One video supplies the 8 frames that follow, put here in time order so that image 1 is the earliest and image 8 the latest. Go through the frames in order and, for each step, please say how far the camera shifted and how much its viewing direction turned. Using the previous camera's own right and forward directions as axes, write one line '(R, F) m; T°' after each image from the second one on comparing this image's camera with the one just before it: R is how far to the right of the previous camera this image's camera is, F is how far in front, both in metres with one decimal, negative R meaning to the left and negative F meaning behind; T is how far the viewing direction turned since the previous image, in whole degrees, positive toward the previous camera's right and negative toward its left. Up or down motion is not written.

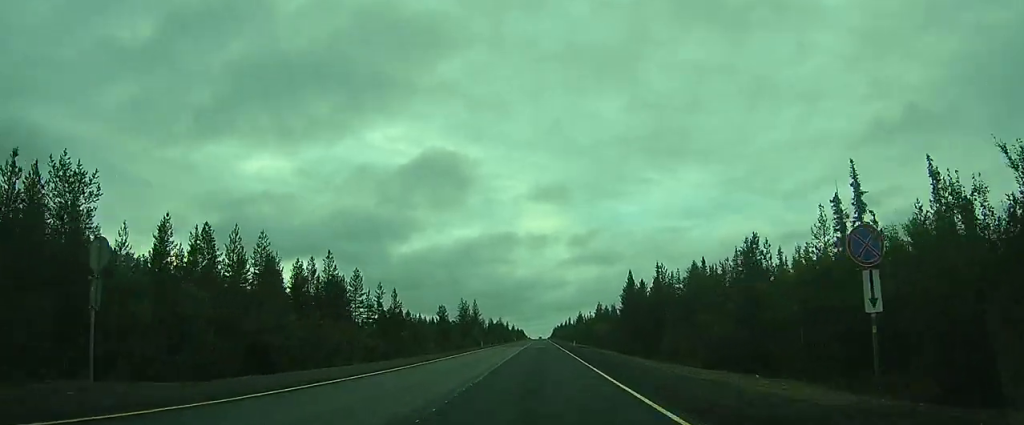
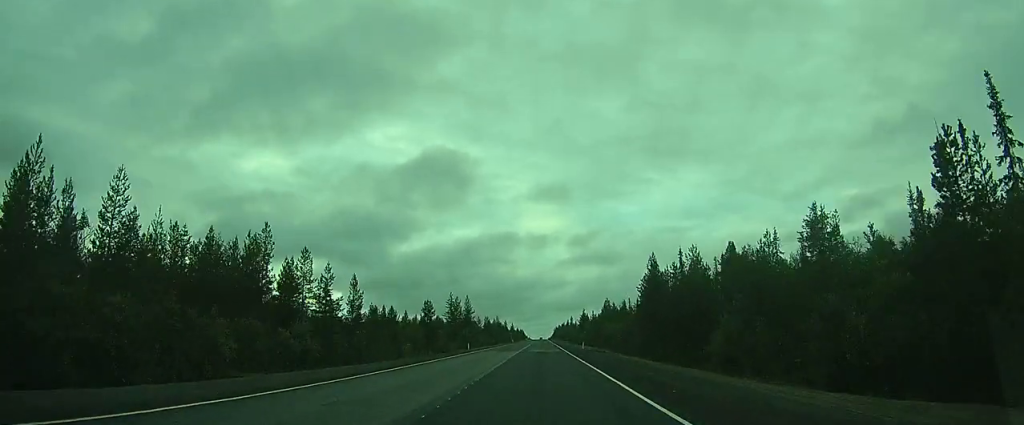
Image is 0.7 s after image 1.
(0.0, +15.0) m; 0°
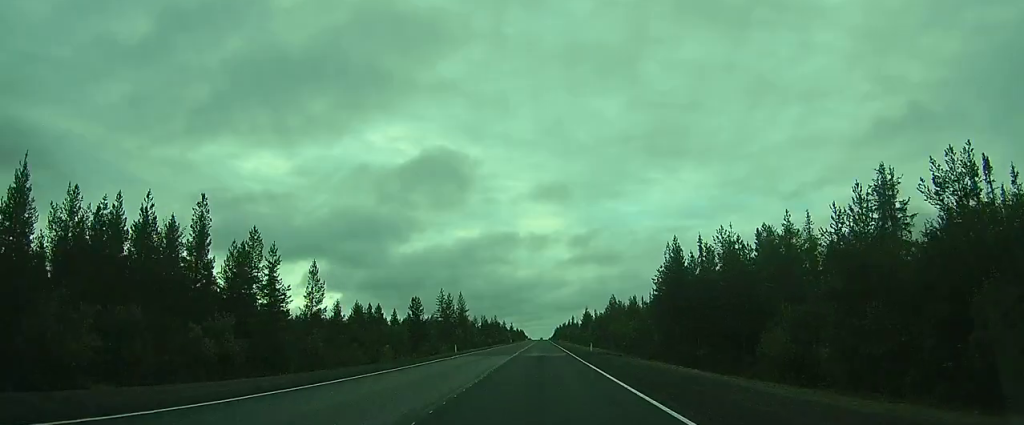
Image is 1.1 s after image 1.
(-0.1, +9.8) m; 0°
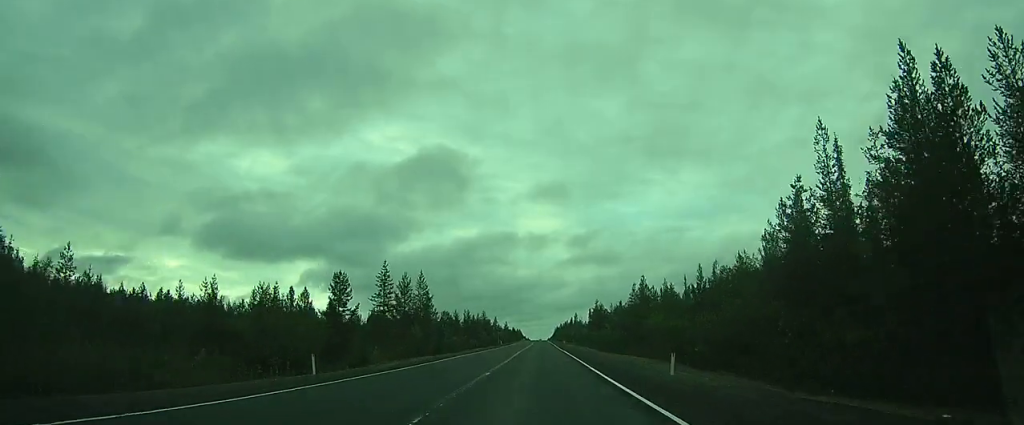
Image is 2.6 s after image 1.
(0.0, +33.8) m; 0°
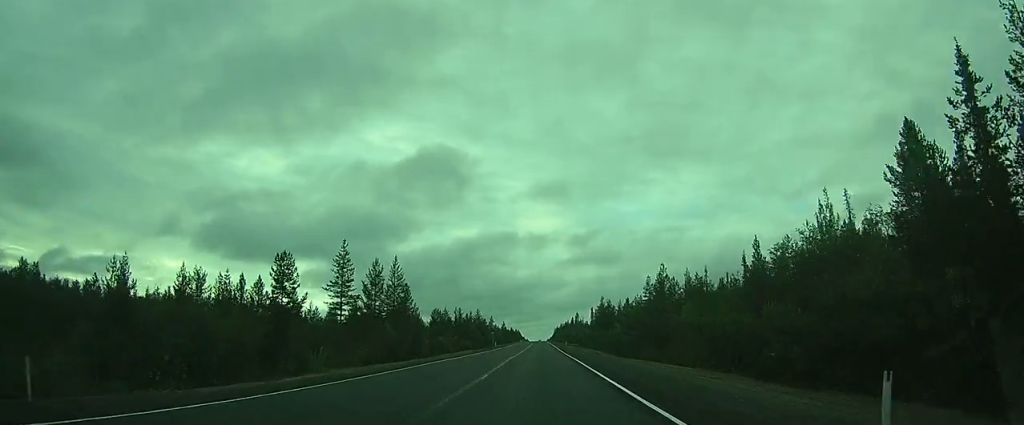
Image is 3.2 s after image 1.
(0.0, +12.9) m; 0°
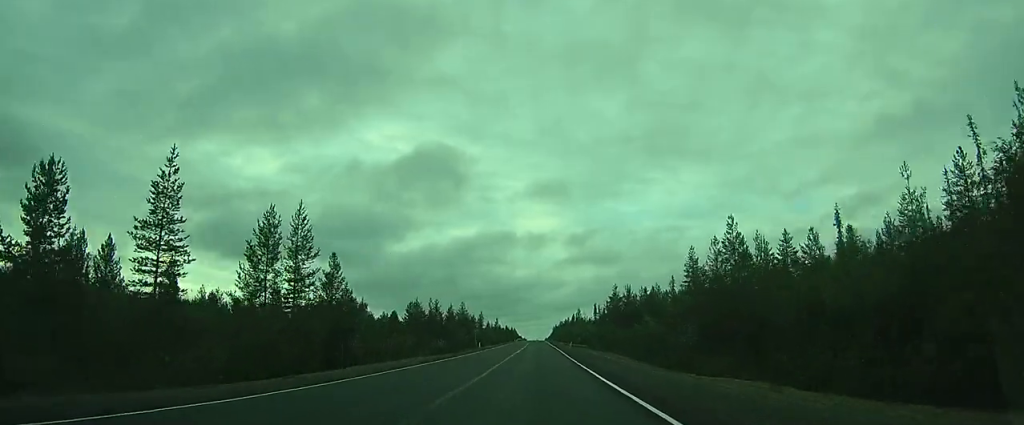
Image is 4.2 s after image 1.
(+0.1, +24.3) m; 0°
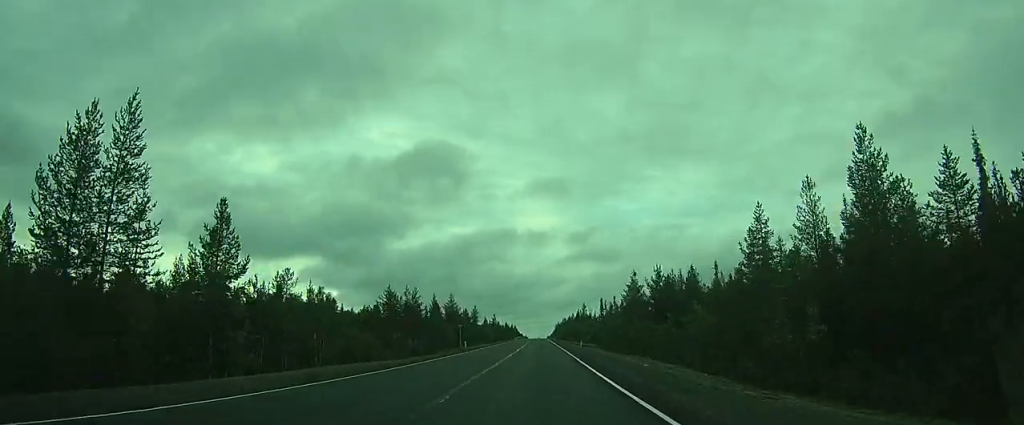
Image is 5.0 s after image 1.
(+0.1, +17.5) m; 0°
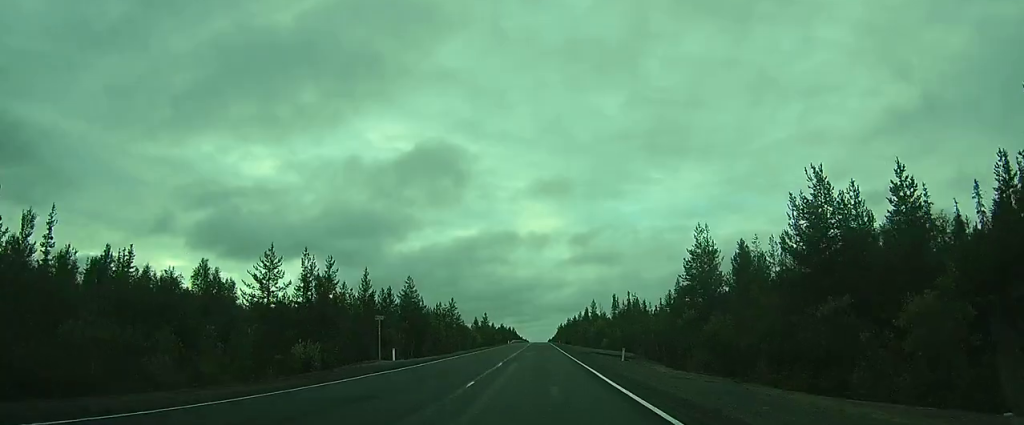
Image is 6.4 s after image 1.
(0.0, +32.5) m; +1°
